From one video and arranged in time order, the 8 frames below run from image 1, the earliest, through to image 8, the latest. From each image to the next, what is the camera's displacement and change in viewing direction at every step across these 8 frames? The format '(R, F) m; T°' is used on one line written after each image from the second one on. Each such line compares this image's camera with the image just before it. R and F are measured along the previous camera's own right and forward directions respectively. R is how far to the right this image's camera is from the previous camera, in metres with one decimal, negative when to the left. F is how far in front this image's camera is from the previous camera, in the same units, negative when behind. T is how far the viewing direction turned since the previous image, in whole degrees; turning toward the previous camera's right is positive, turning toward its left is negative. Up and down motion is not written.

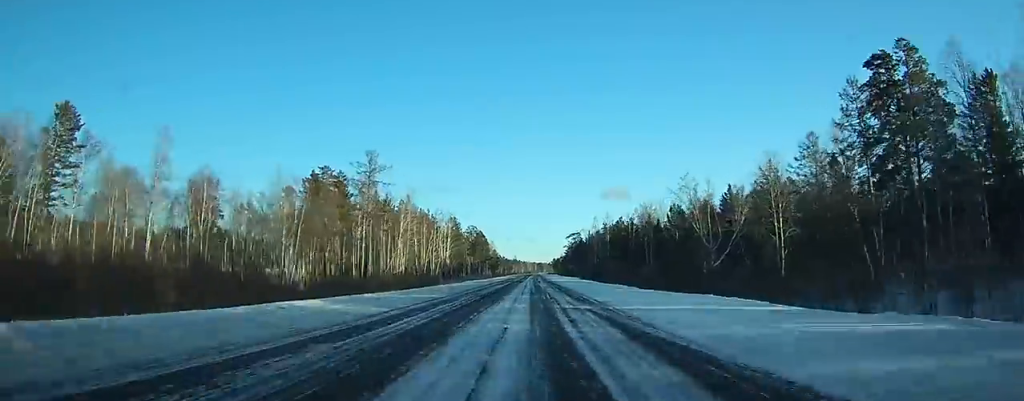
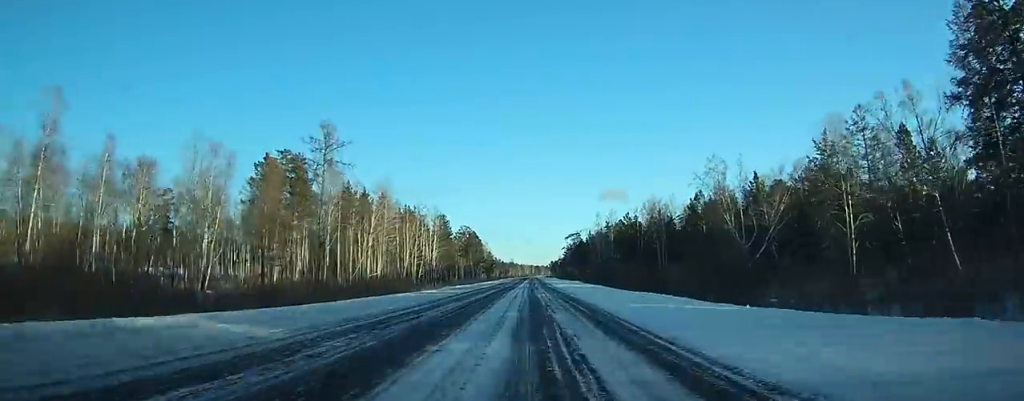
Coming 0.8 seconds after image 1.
(0.0, +19.7) m; 0°
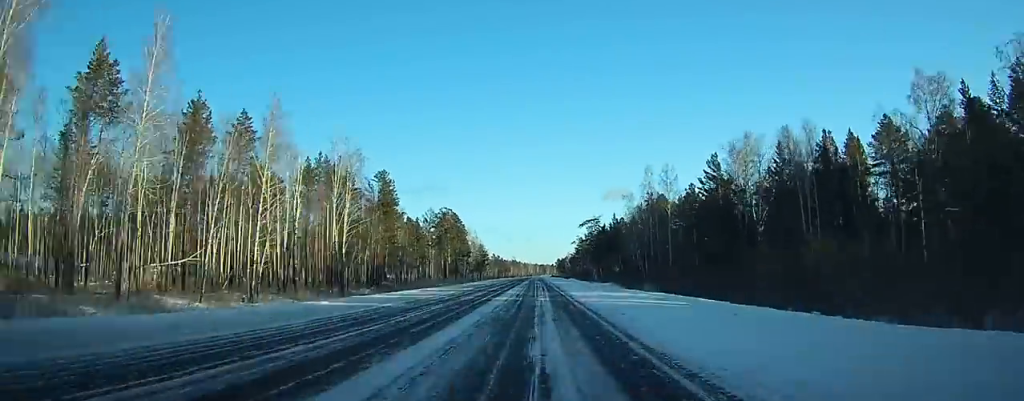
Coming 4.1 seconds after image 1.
(+0.2, +80.0) m; 0°
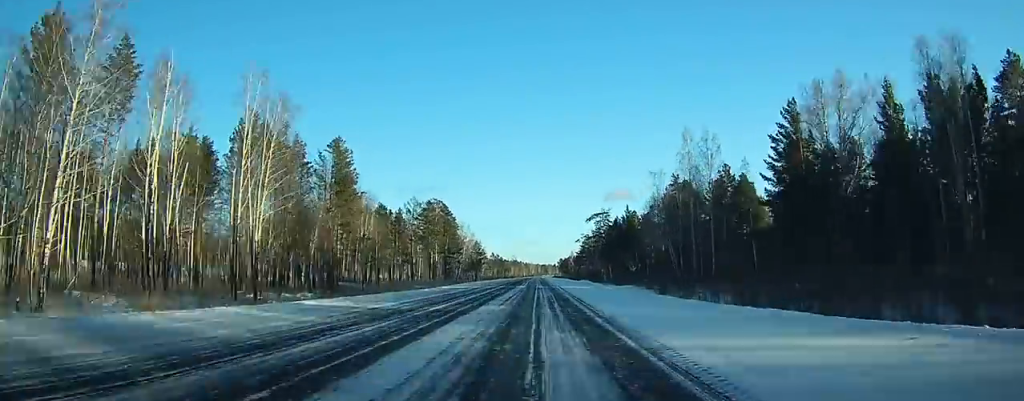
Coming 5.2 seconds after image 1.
(-0.1, +27.7) m; 0°
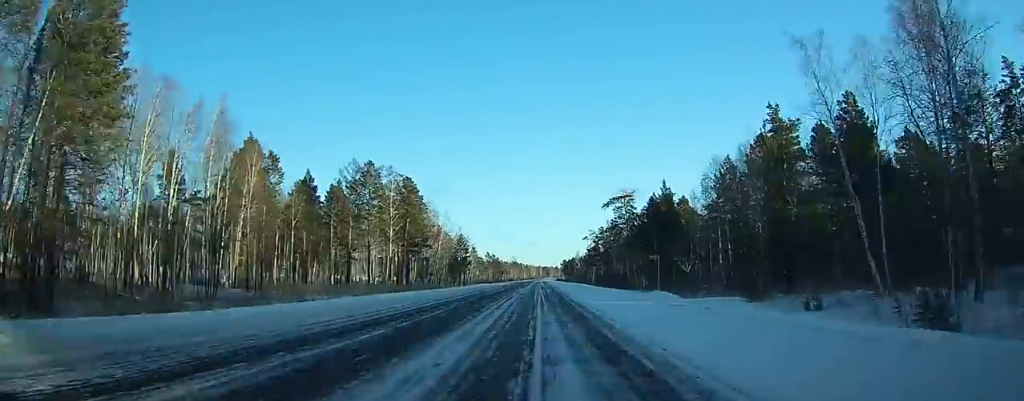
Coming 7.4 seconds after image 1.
(-0.1, +53.9) m; 0°
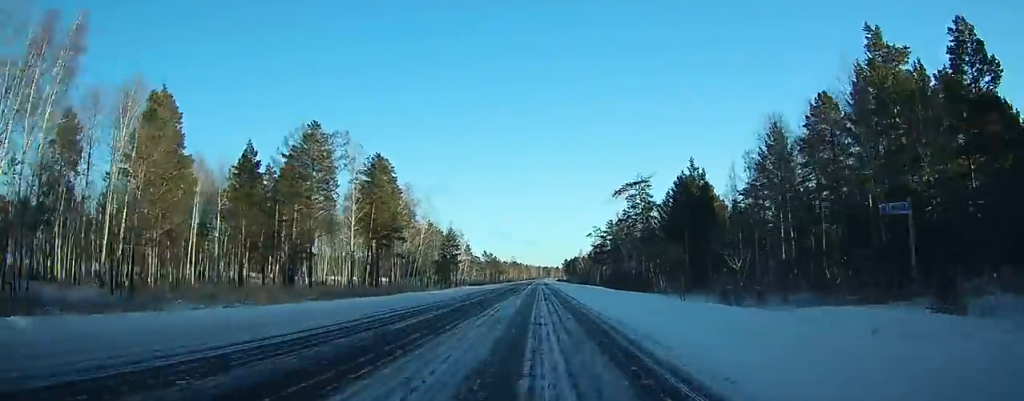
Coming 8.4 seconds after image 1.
(0.0, +24.6) m; 0°
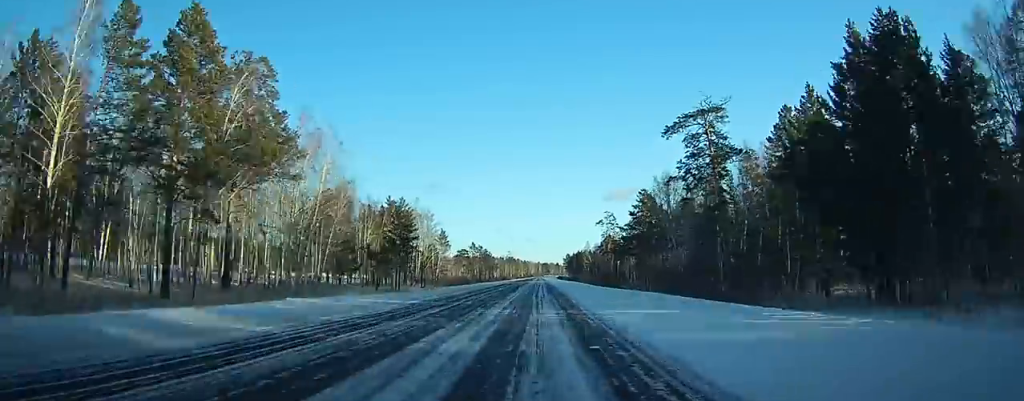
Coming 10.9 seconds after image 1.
(-0.1, +61.1) m; 0°
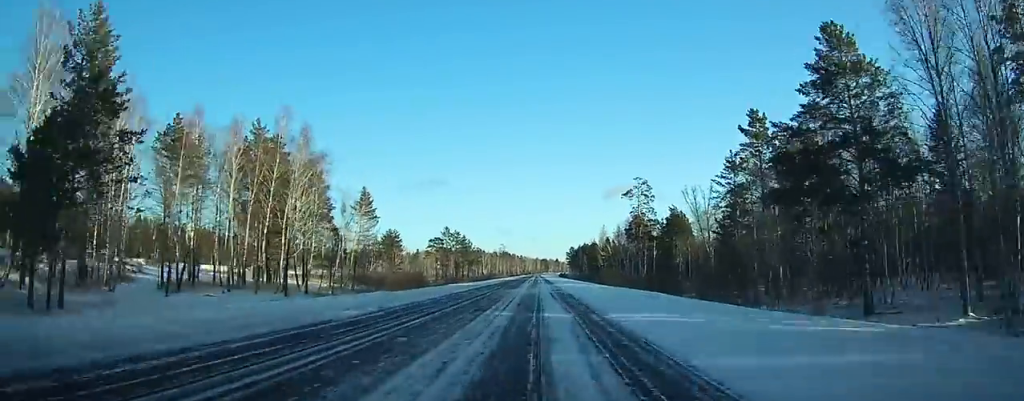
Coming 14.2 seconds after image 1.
(+0.3, +84.1) m; +1°
